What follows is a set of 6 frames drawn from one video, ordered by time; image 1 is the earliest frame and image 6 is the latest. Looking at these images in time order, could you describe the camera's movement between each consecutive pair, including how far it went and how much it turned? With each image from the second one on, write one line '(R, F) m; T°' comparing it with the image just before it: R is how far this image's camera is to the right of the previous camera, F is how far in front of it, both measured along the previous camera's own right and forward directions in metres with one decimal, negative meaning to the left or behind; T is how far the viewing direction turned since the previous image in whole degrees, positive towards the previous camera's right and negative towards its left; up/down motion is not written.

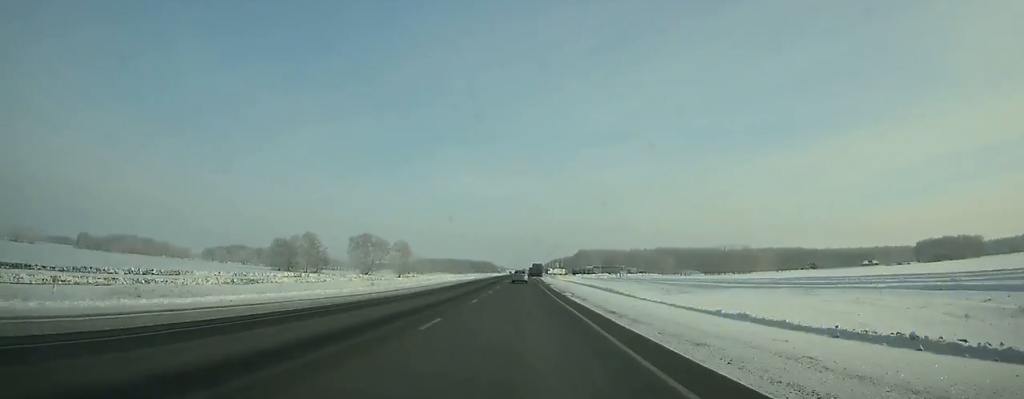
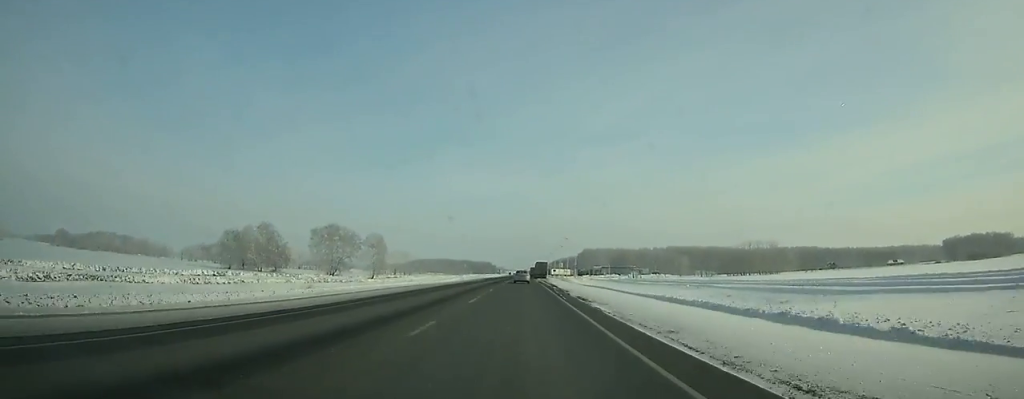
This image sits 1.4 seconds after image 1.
(0.0, +34.7) m; 0°
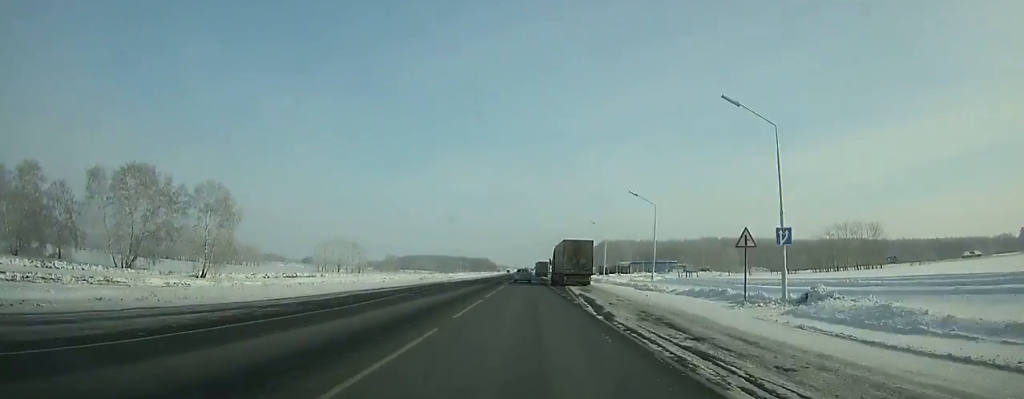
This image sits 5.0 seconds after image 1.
(-0.1, +85.6) m; 0°
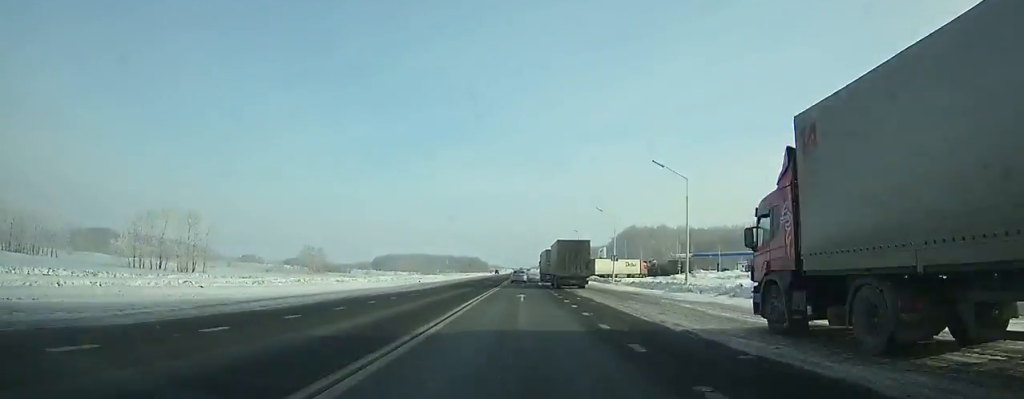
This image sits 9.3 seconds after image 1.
(0.0, +102.7) m; 0°
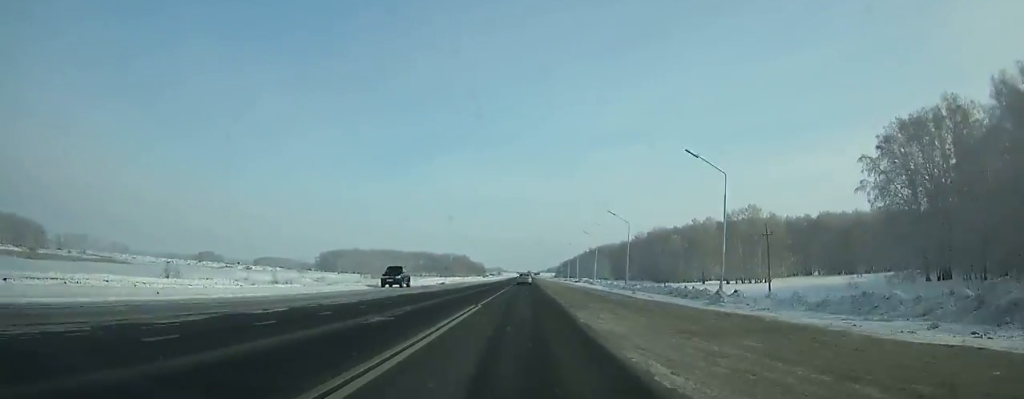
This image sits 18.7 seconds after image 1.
(+0.9, +230.7) m; 0°
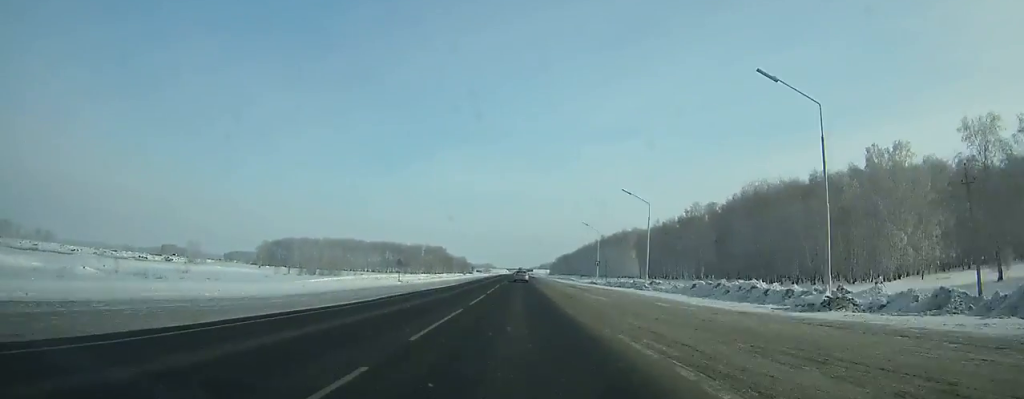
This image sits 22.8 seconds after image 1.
(+0.2, +102.8) m; 0°
